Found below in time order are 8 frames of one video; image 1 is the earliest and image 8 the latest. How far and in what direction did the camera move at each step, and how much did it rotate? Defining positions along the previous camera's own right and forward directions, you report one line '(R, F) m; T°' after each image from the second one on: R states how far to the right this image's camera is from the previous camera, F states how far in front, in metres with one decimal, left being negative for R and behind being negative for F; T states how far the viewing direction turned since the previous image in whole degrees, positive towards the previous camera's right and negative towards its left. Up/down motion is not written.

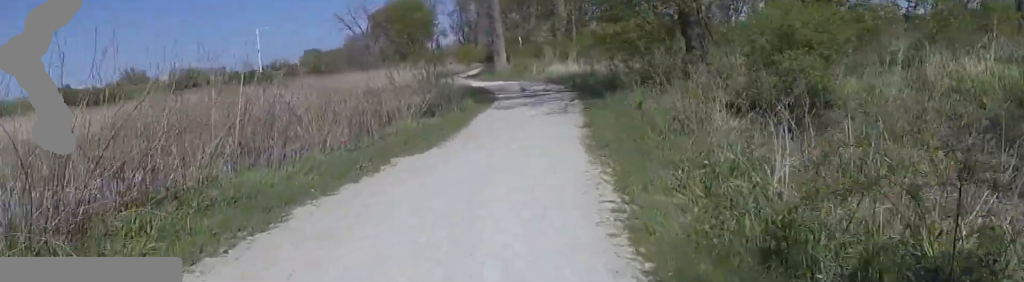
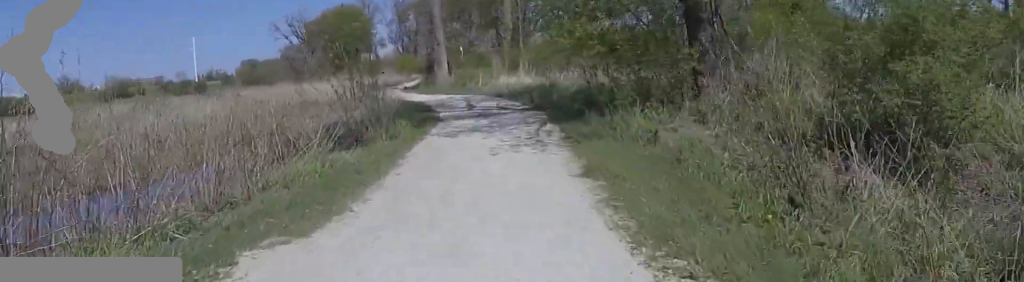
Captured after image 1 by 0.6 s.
(0.0, +4.5) m; +1°
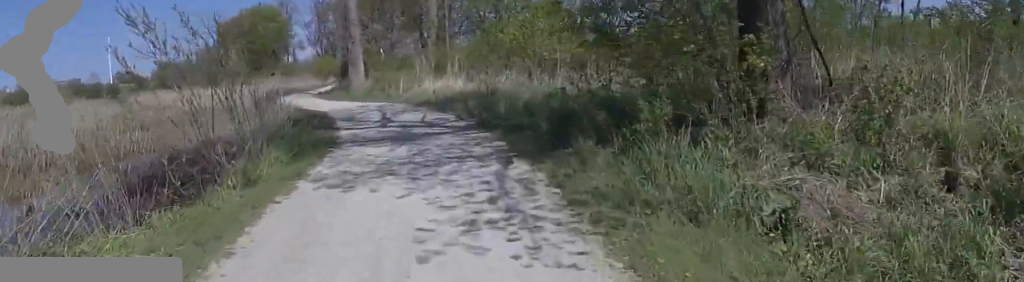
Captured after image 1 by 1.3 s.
(-0.1, +5.0) m; +6°
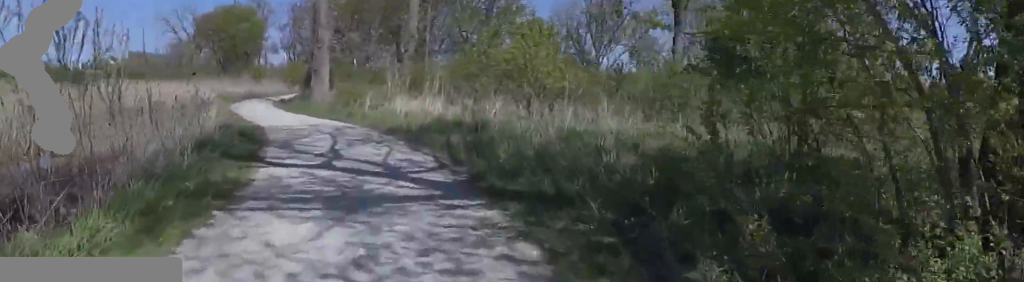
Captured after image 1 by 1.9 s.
(+0.3, +3.8) m; +1°
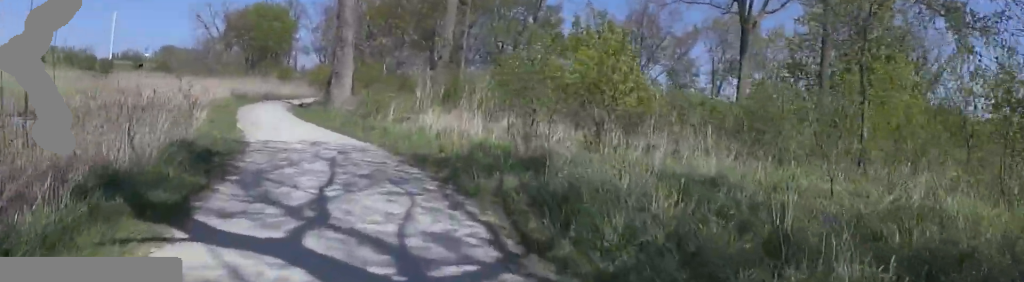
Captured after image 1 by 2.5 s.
(+0.6, +3.8) m; 0°
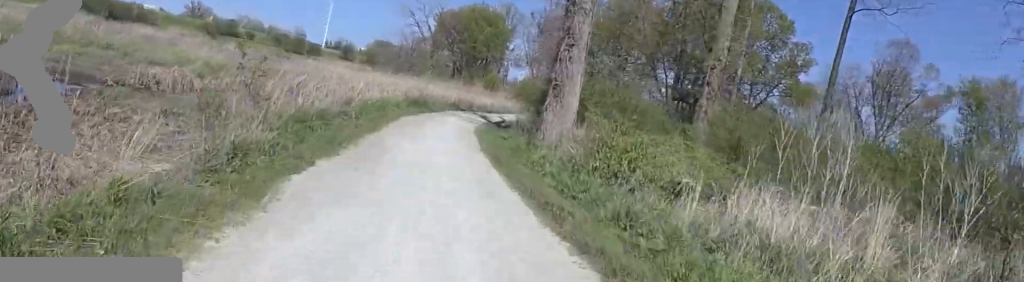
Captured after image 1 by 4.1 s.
(-1.5, +10.6) m; -8°
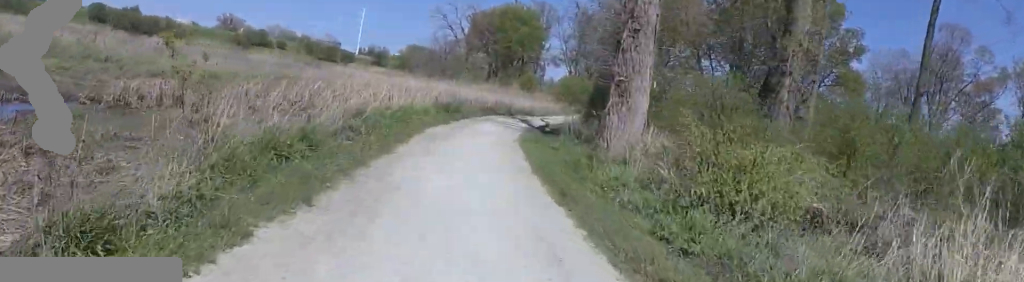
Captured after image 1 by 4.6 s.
(0.0, +3.5) m; 0°
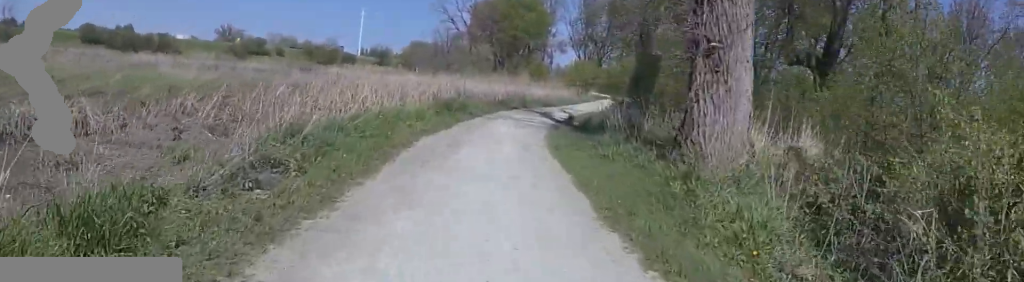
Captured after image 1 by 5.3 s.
(0.0, +5.0) m; -3°
